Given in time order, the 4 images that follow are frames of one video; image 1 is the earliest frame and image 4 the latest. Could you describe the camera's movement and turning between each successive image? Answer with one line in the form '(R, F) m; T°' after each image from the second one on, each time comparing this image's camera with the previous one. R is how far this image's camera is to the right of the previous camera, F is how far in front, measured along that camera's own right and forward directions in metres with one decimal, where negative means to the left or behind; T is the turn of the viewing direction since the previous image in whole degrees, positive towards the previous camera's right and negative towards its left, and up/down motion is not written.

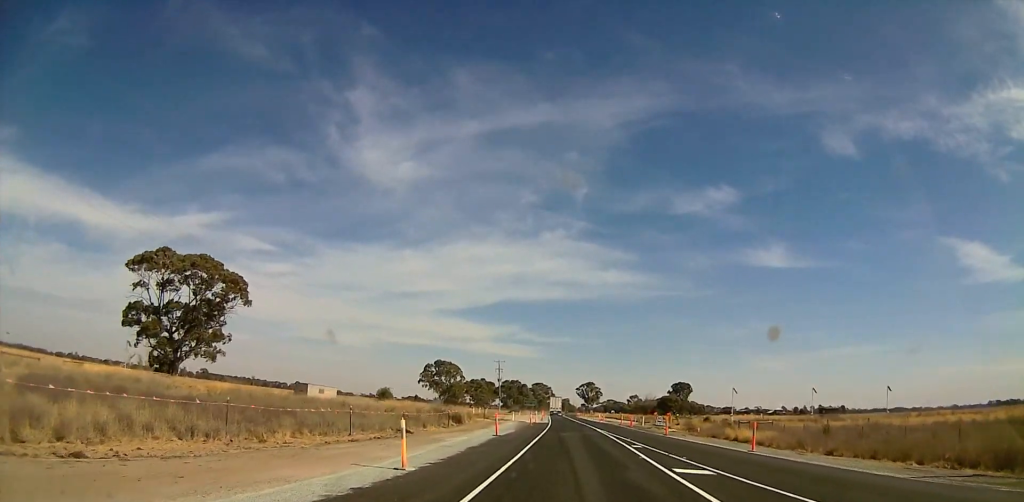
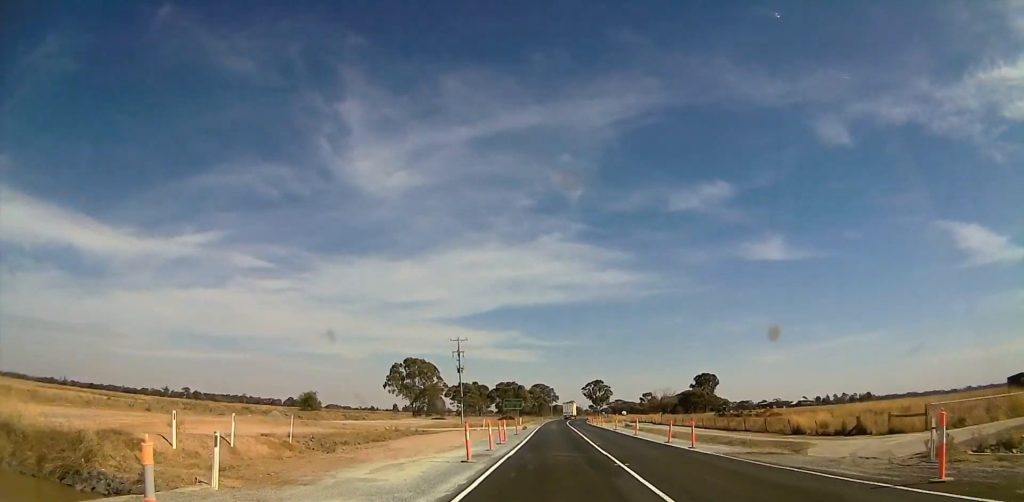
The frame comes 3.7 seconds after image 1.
(+3.1, +60.6) m; +3°
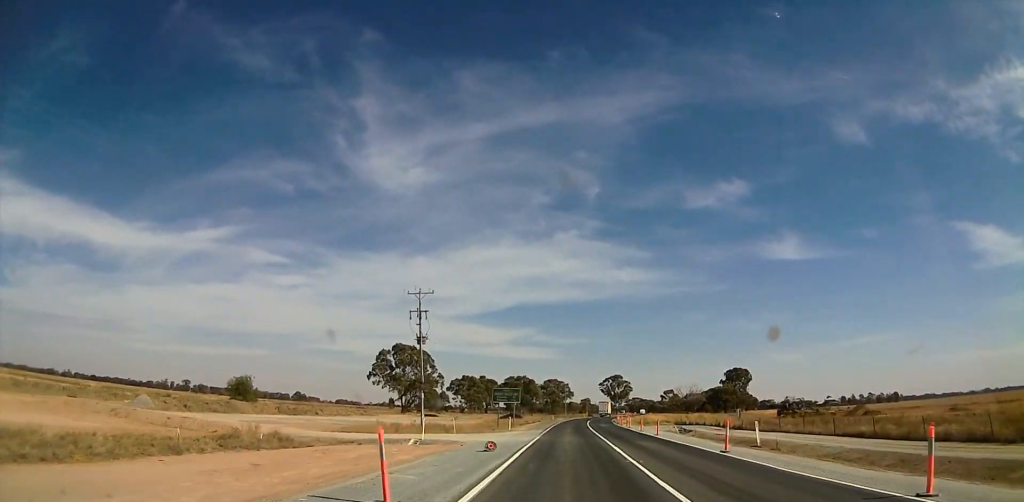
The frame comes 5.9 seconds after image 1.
(-2.1, +38.0) m; -3°
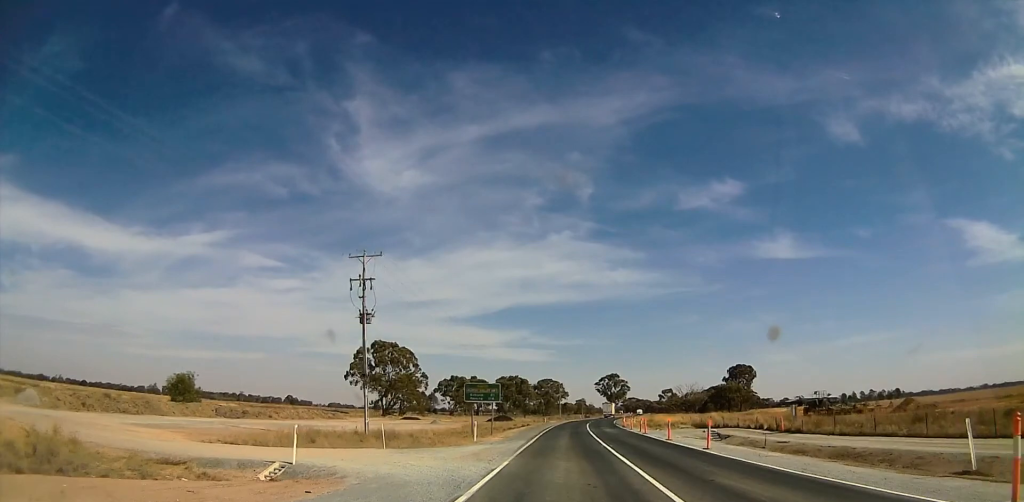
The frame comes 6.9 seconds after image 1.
(0.0, +15.9) m; 0°
